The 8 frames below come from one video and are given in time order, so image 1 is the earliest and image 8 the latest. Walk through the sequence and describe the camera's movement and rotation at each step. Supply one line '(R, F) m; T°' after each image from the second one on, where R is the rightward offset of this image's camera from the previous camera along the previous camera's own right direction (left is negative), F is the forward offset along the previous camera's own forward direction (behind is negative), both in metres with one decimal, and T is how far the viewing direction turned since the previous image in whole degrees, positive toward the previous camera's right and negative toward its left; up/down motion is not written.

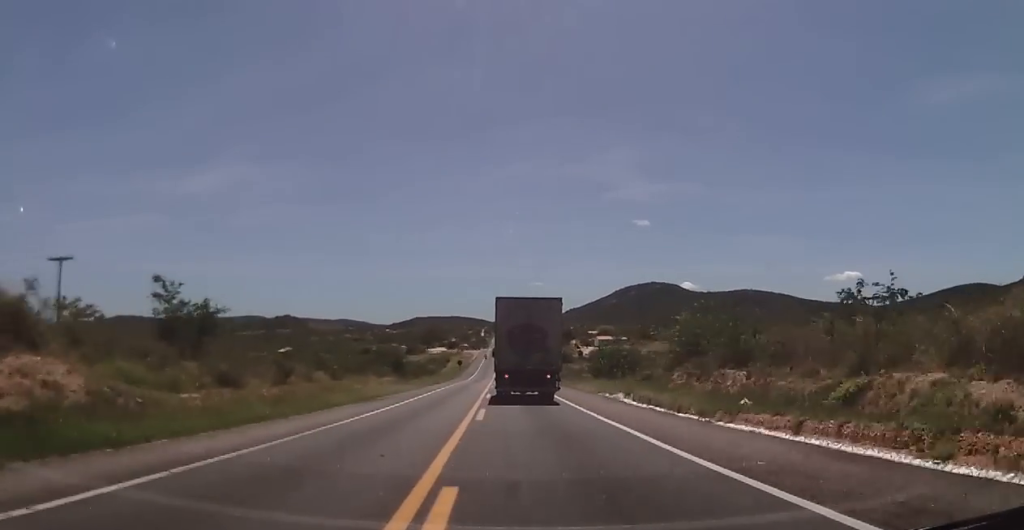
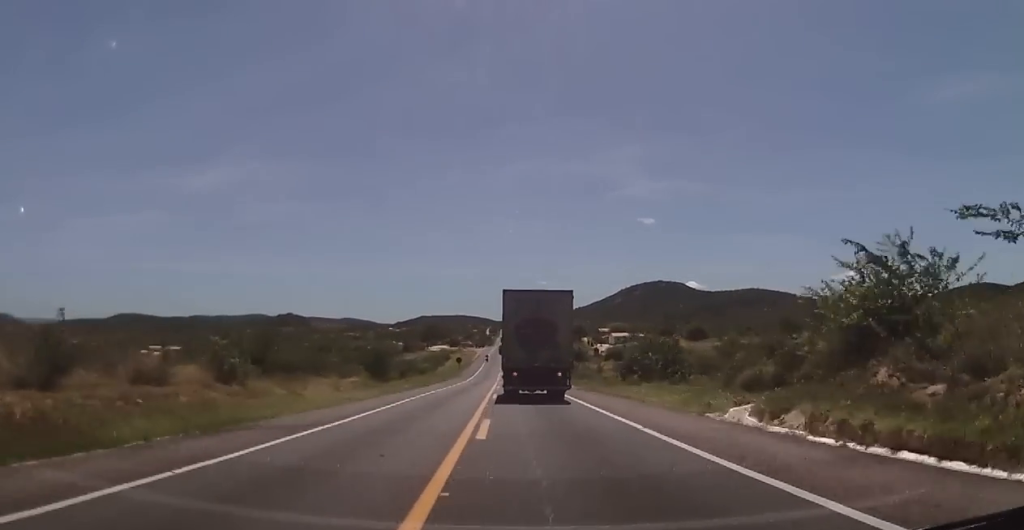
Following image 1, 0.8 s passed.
(+0.3, +20.1) m; 0°
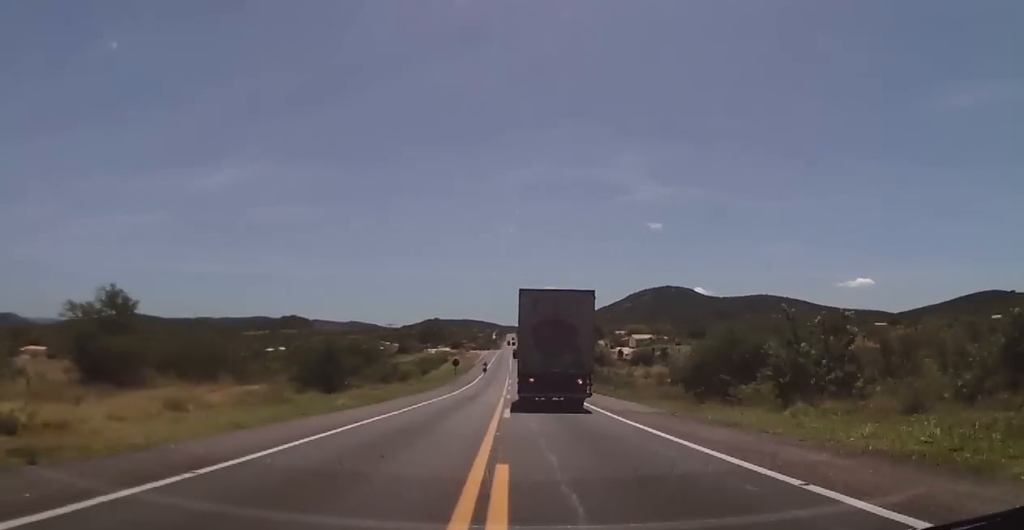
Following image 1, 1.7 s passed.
(-0.5, +23.9) m; 0°
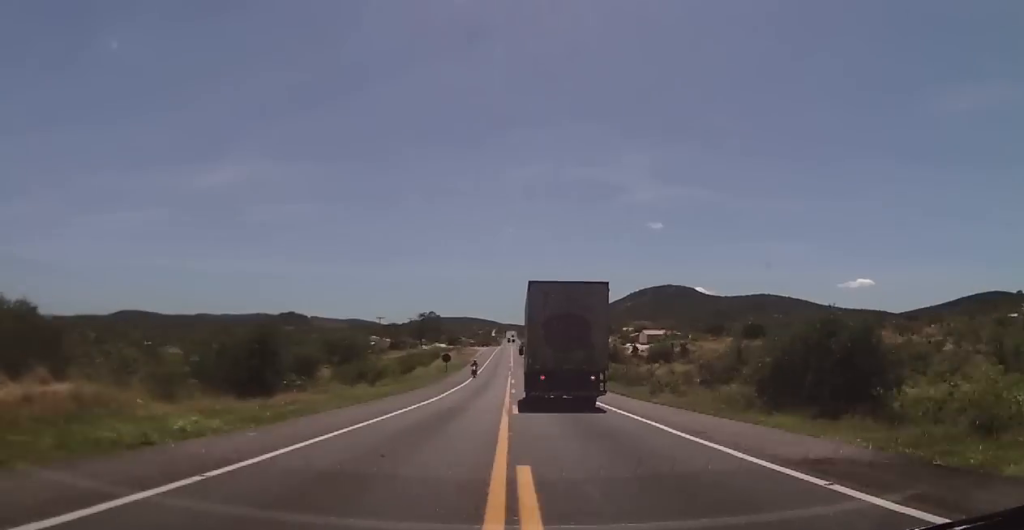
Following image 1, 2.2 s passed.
(+0.2, +15.2) m; 0°
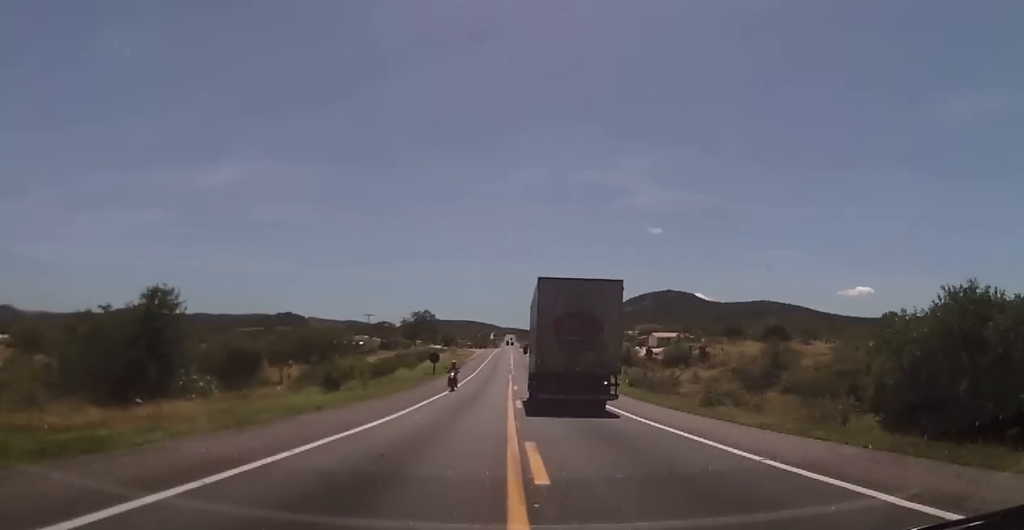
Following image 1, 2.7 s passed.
(+0.3, +12.6) m; 0°
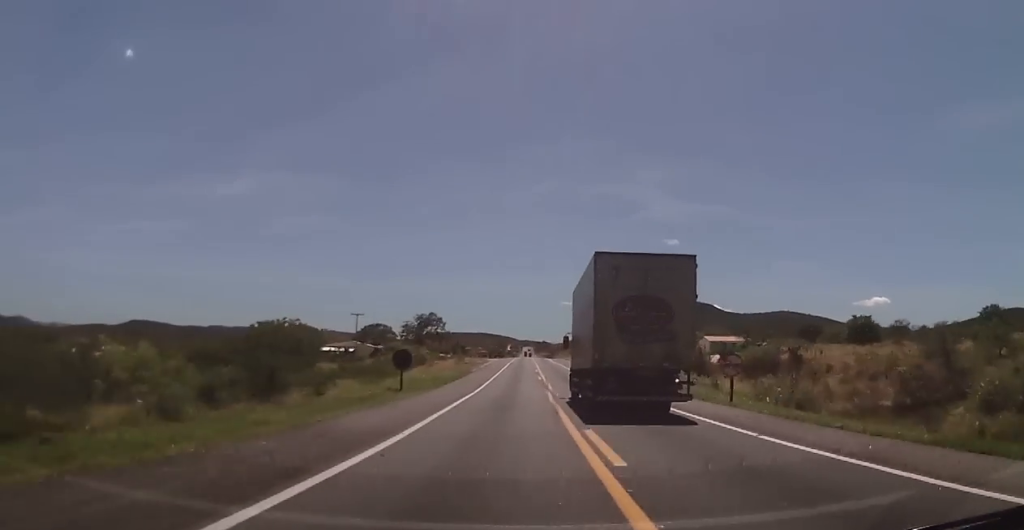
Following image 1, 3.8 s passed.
(-0.7, +29.2) m; -2°
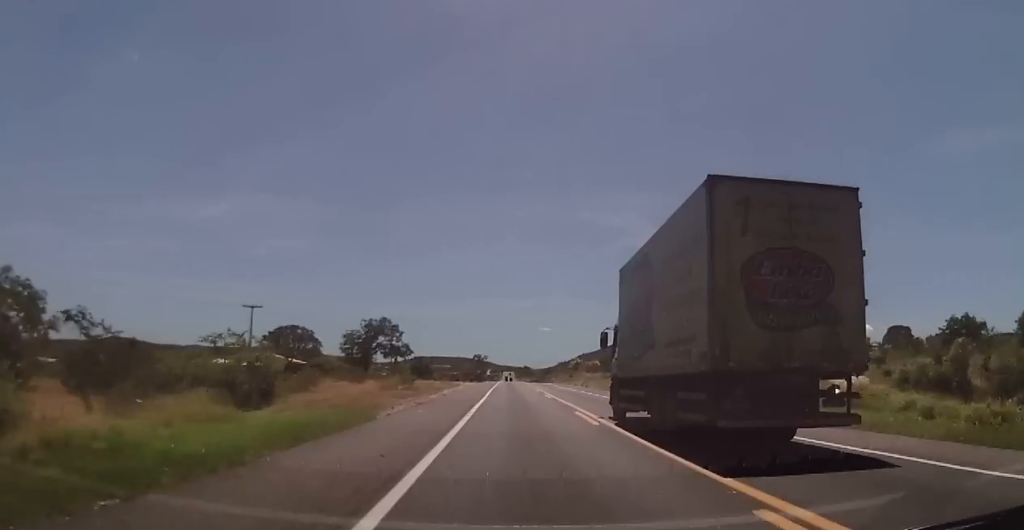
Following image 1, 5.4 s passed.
(+0.5, +45.6) m; +1°
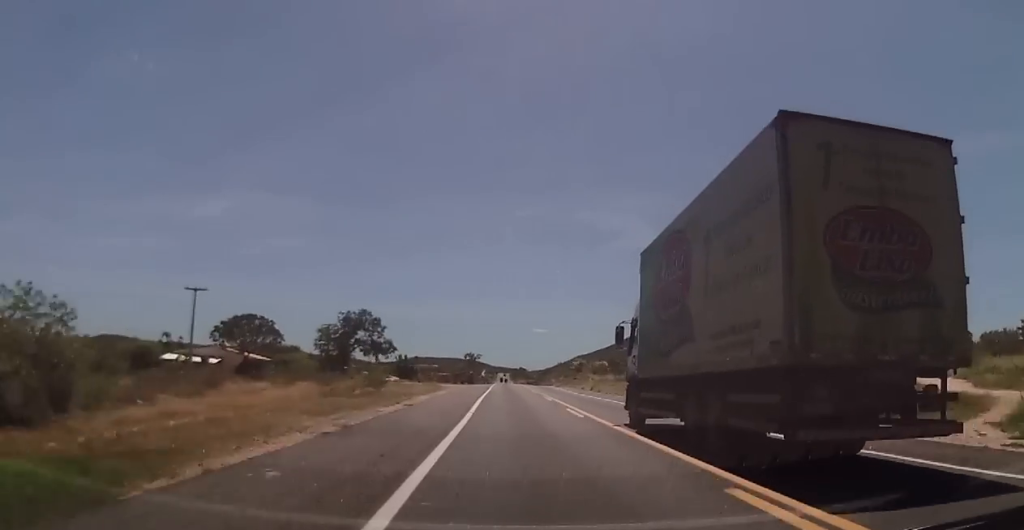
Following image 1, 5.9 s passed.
(+0.1, +14.6) m; 0°
